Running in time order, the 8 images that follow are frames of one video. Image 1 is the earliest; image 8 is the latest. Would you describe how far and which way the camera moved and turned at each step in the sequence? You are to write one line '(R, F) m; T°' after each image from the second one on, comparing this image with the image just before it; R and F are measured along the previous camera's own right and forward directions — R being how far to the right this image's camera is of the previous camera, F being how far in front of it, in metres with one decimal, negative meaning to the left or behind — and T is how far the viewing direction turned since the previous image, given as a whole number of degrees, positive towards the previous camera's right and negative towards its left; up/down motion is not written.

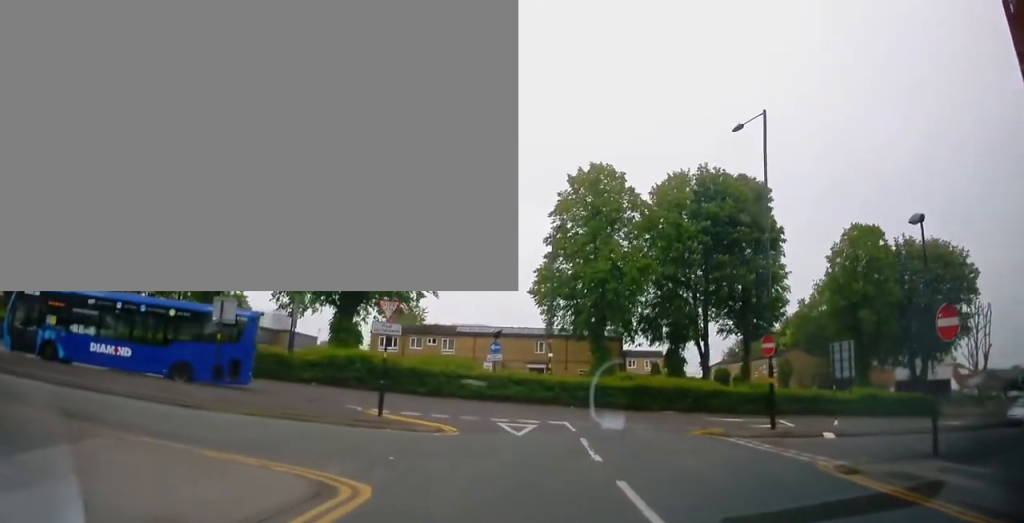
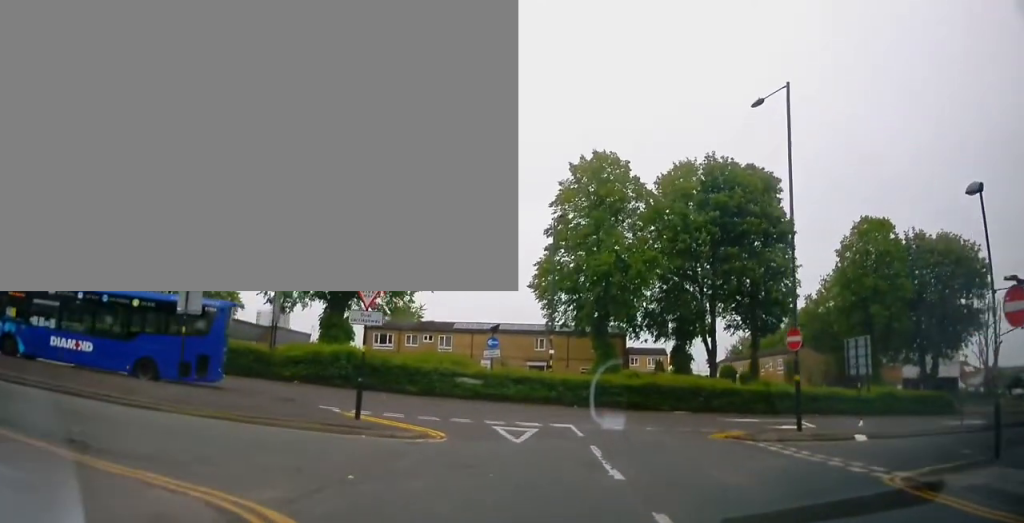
(0.0, +2.3) m; 0°
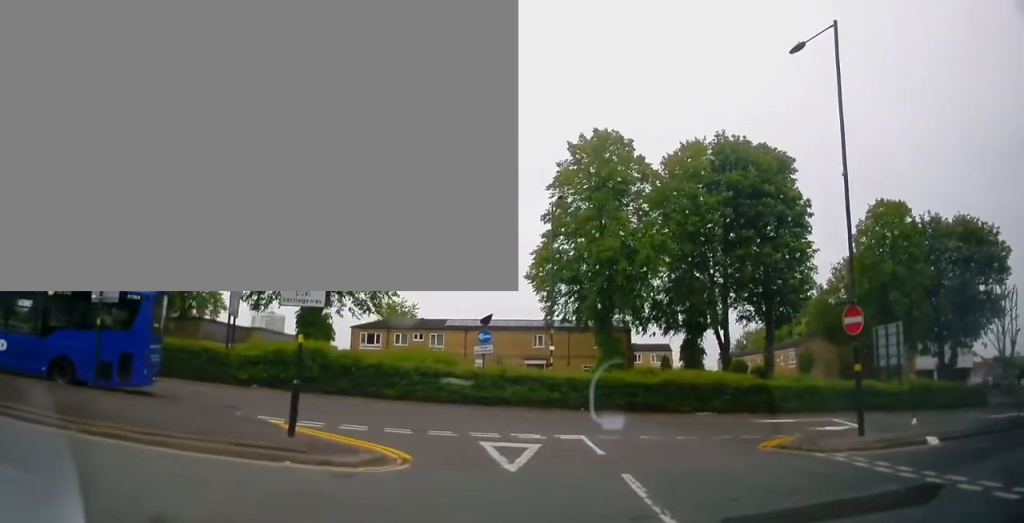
(0.0, +4.3) m; -1°
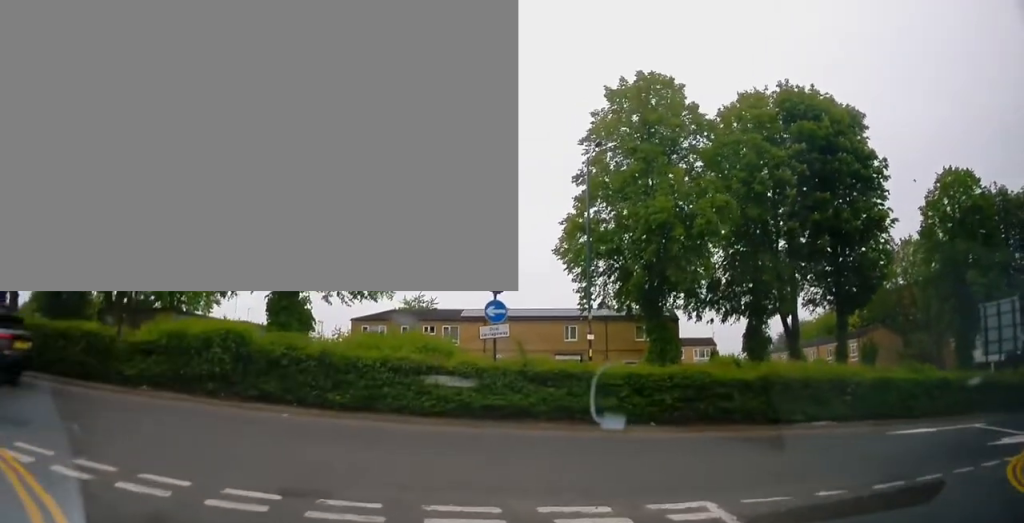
(-0.5, +9.3) m; -10°
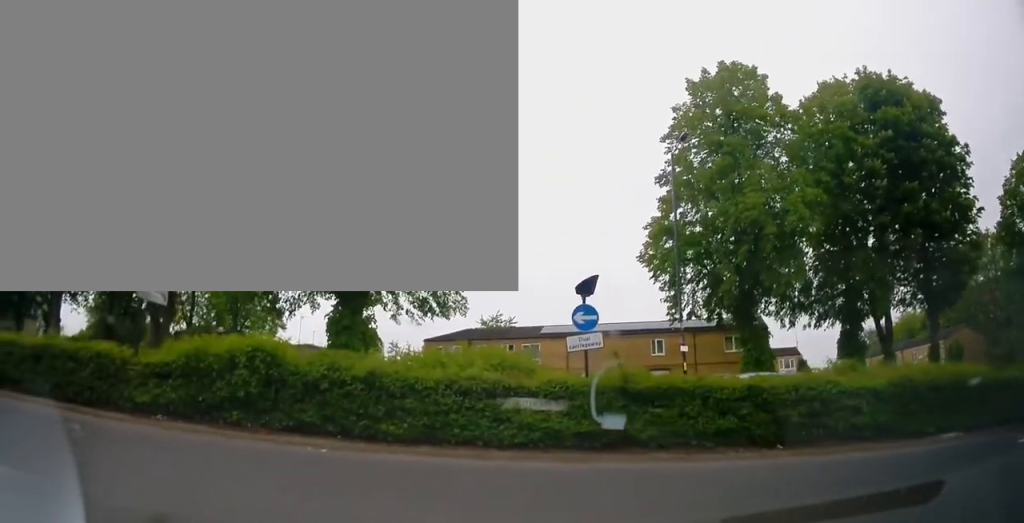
(-0.3, +3.2) m; -16°
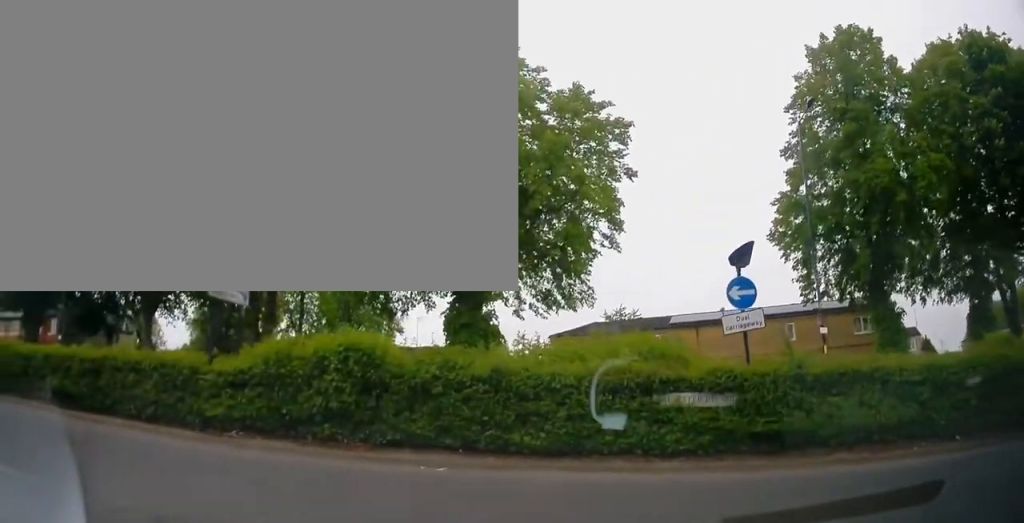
(-0.3, +2.3) m; -19°
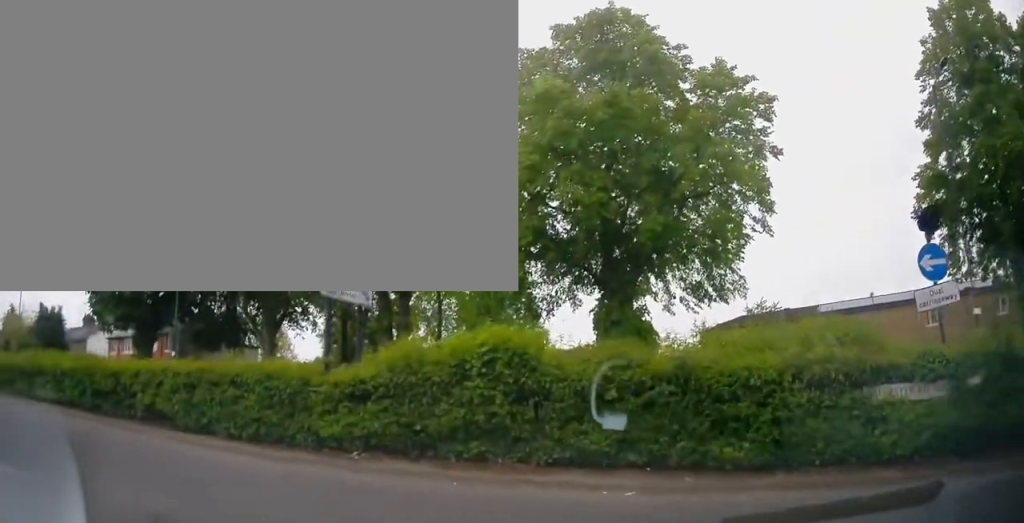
(-0.1, +1.6) m; -14°
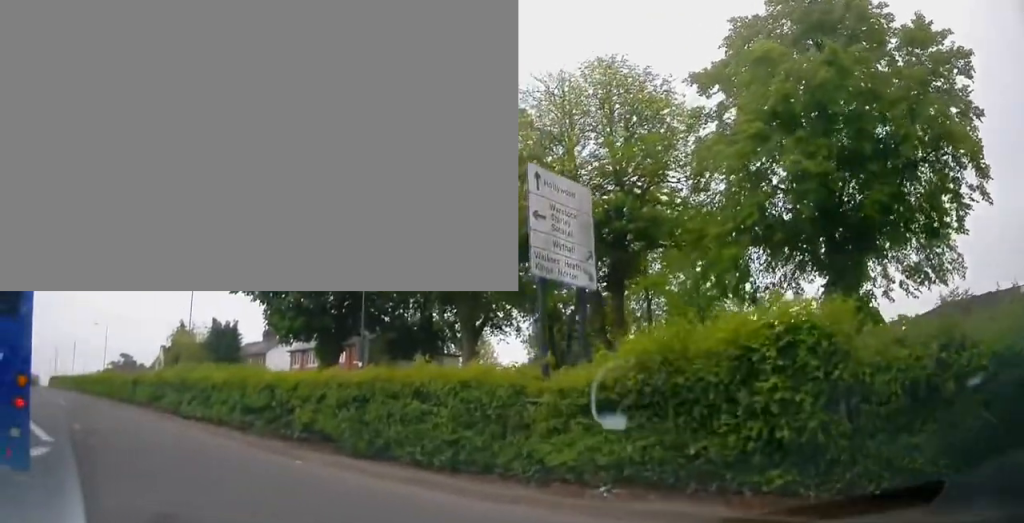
(-0.3, +2.1) m; -15°
